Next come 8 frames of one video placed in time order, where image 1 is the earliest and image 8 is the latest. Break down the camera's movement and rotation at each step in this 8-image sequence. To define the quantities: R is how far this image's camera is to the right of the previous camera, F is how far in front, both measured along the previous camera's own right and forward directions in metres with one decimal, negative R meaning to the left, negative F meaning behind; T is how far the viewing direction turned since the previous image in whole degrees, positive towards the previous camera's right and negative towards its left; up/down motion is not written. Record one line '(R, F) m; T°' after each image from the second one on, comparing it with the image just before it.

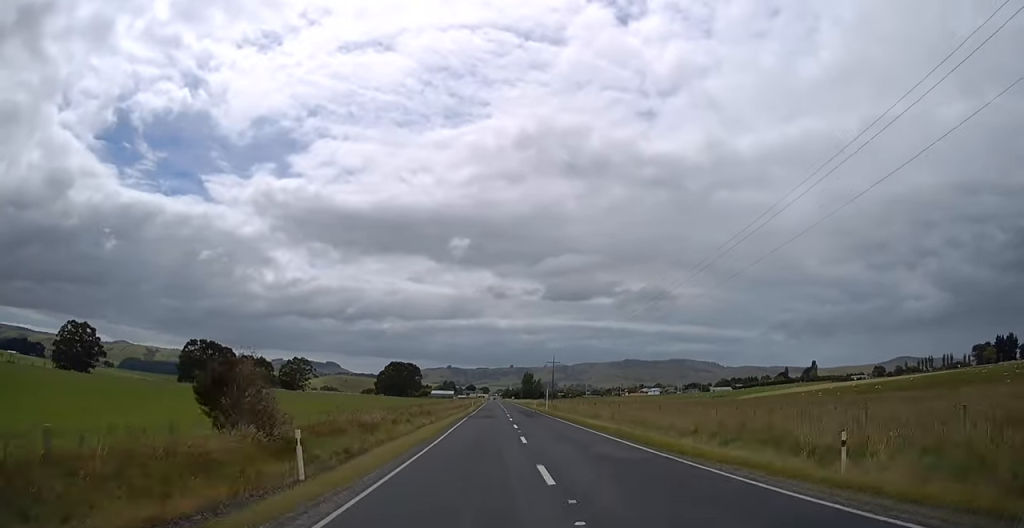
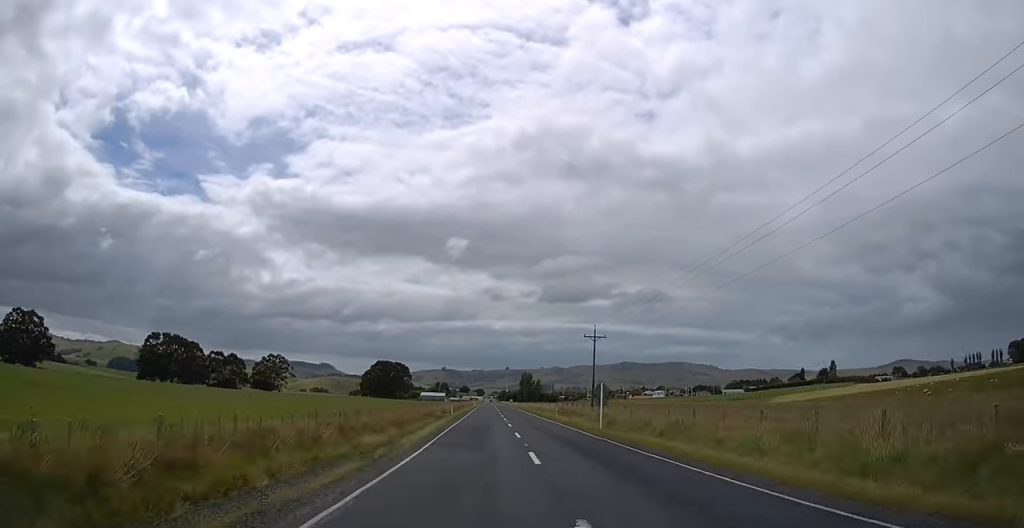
(+0.2, +46.3) m; 0°
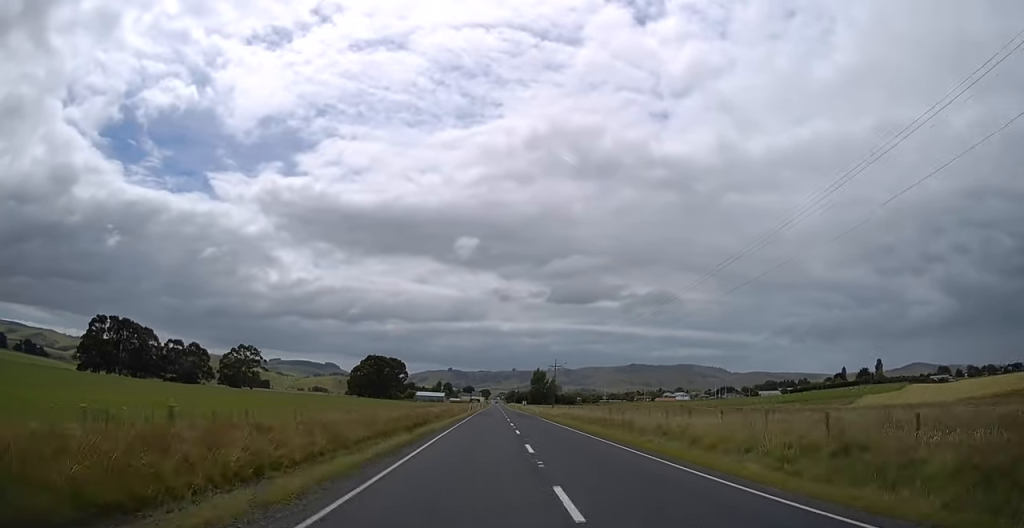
(+0.4, +67.4) m; -1°
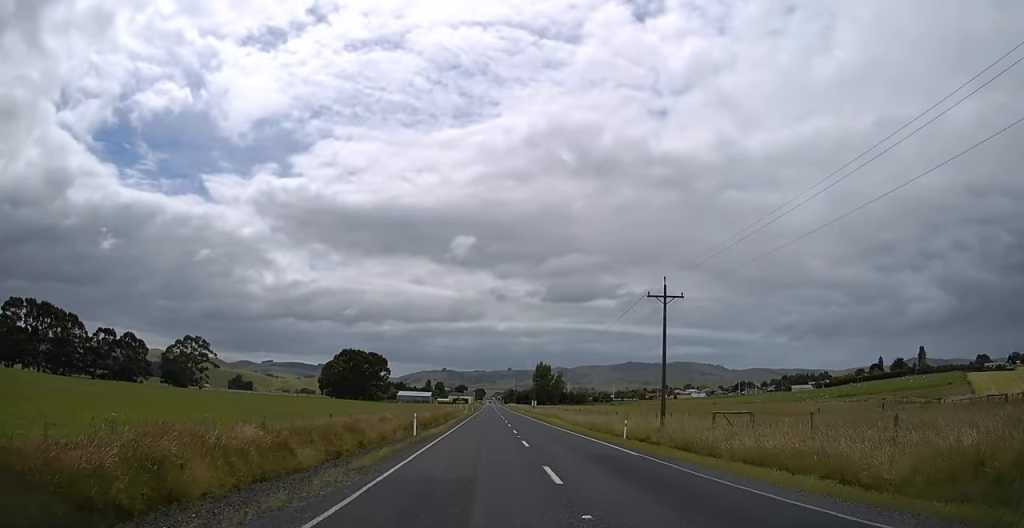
(-0.9, +66.1) m; 0°
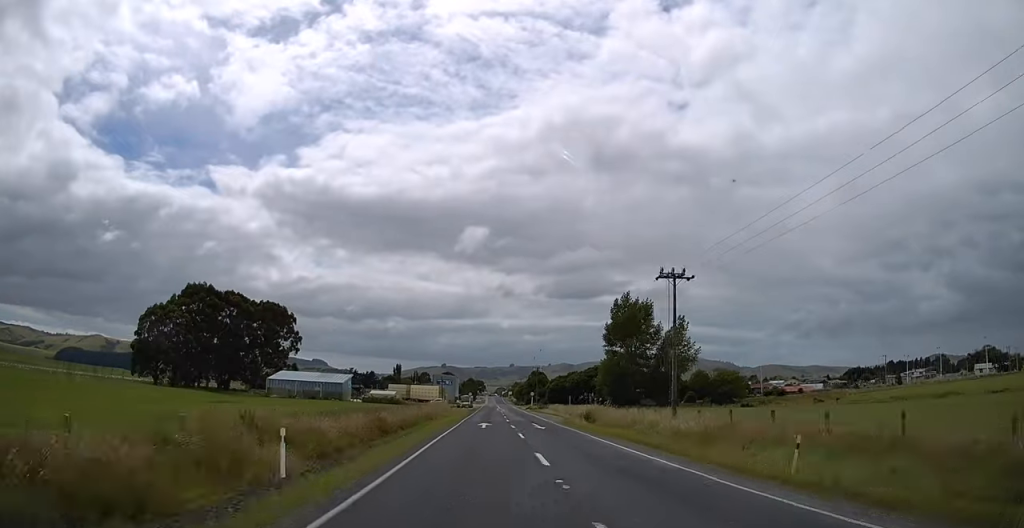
(+0.9, +211.8) m; 0°
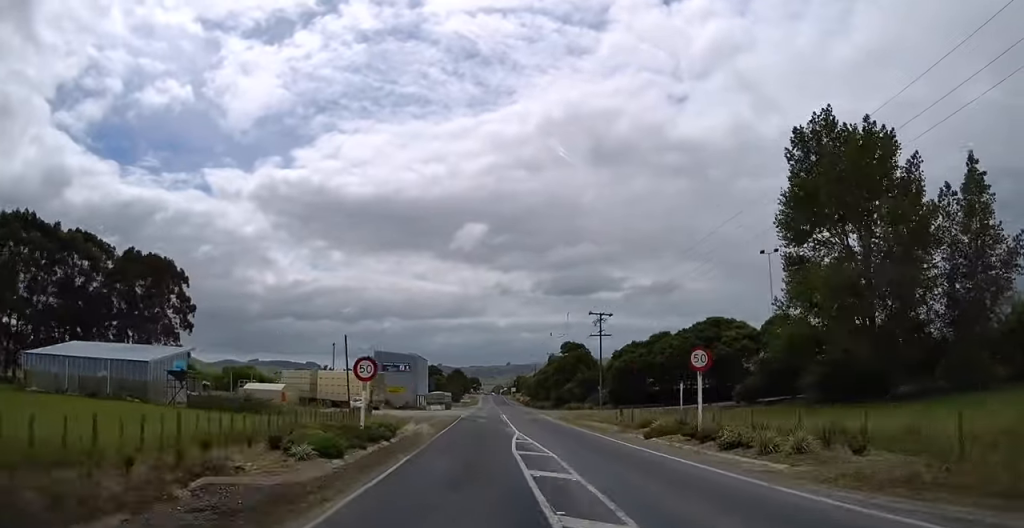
(-0.3, +84.8) m; -1°
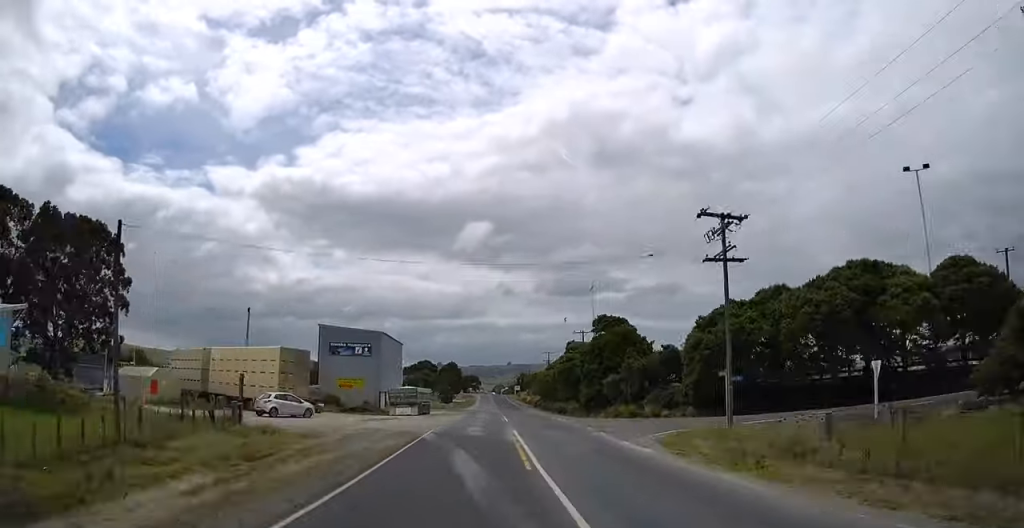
(-0.1, +30.5) m; 0°
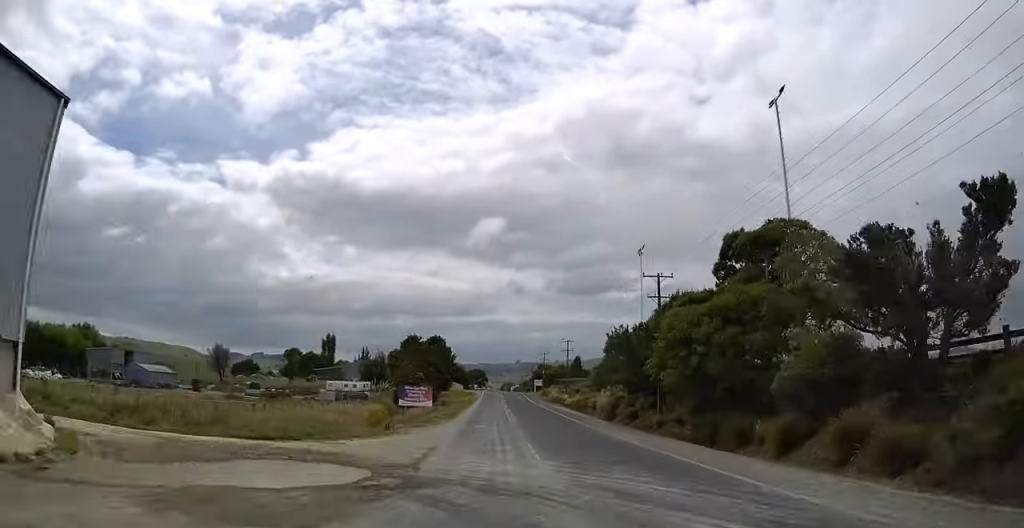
(+0.1, +64.6) m; 0°
